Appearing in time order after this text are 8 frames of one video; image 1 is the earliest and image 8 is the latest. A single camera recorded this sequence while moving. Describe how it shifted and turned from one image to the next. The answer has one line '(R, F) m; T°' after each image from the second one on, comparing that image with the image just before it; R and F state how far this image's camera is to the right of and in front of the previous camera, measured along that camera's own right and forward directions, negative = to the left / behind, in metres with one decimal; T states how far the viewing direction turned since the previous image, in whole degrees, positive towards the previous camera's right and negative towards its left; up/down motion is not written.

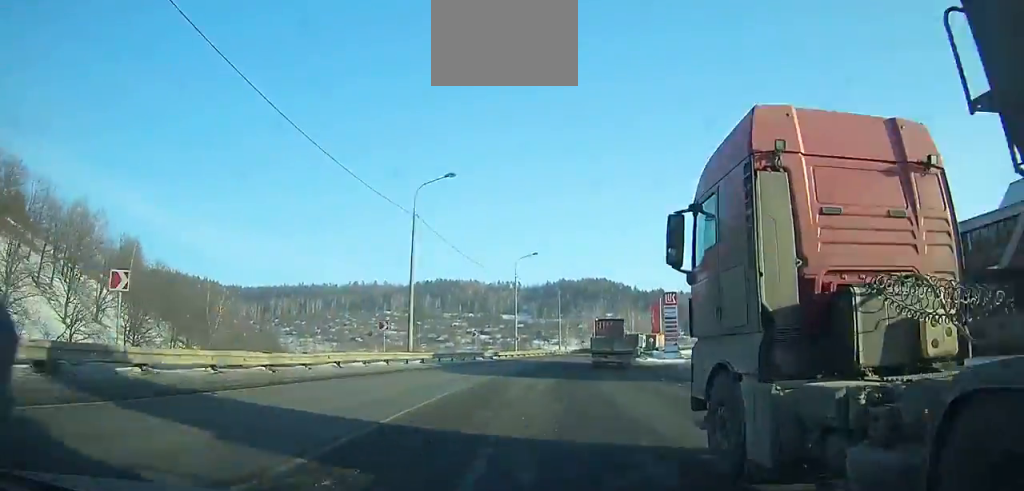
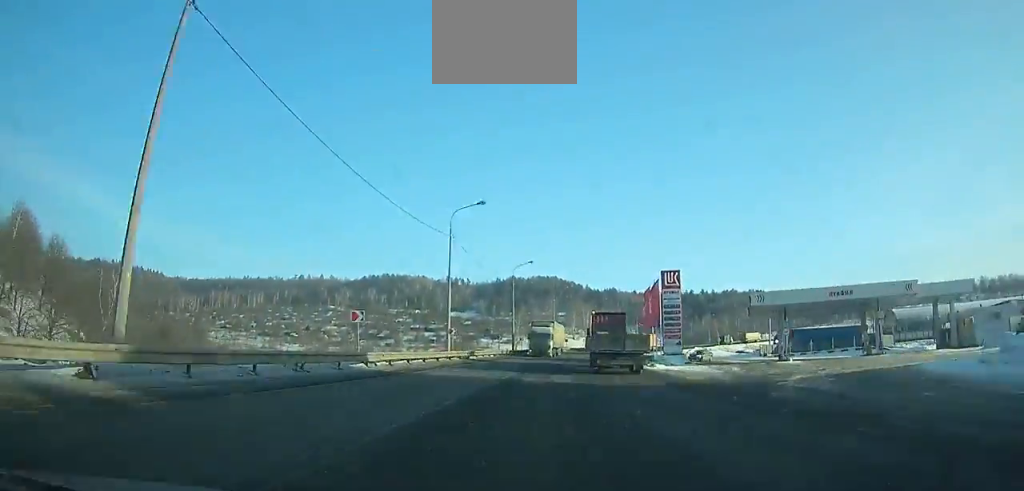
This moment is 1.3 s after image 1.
(+1.8, +24.8) m; +3°
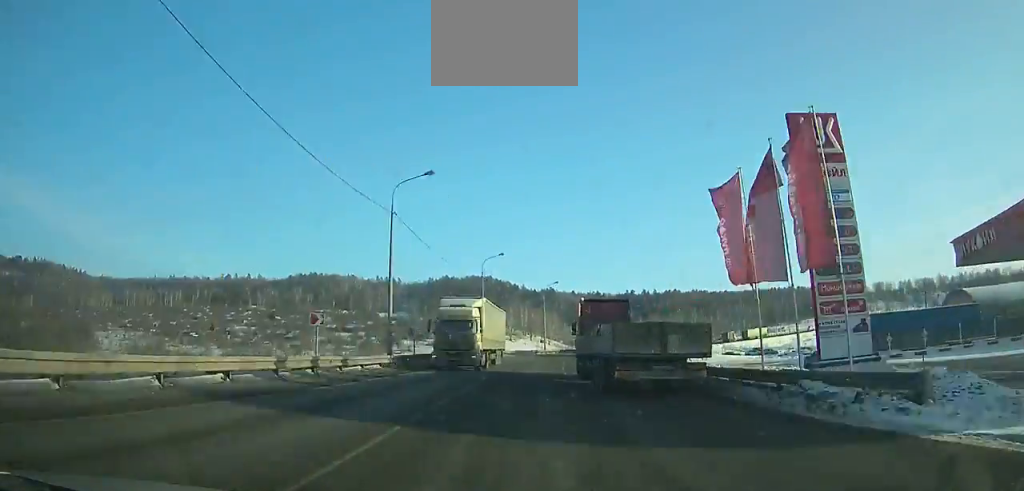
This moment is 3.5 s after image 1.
(+2.1, +41.5) m; +6°
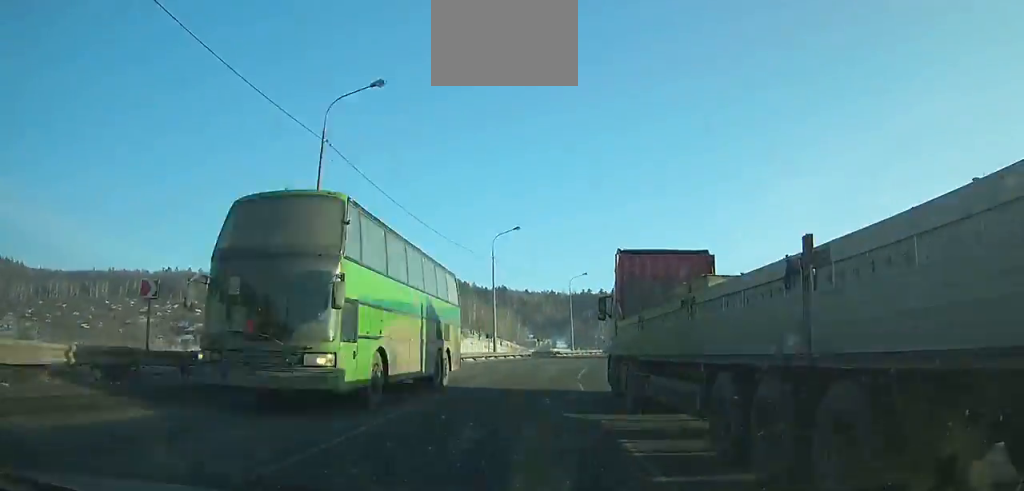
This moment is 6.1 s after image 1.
(+2.1, +48.2) m; +8°
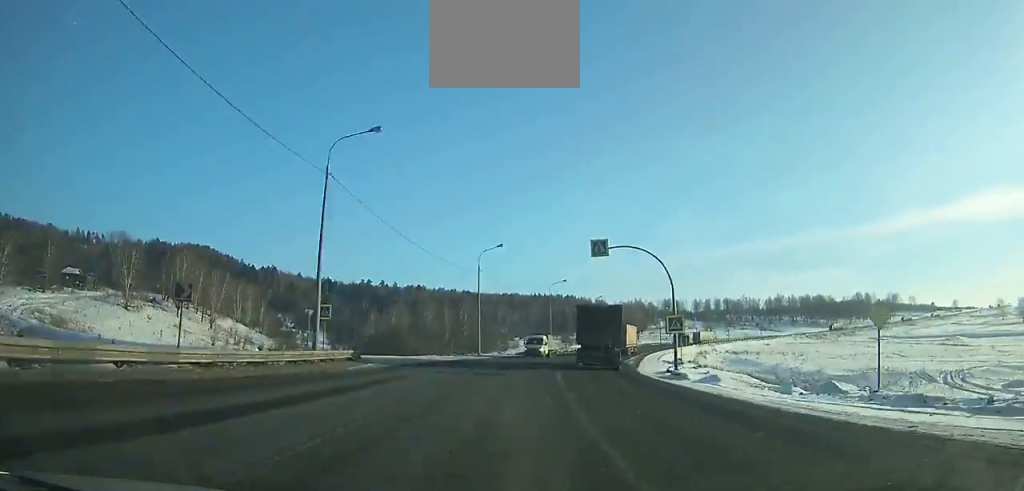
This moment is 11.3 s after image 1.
(+16.7, +96.2) m; +19°
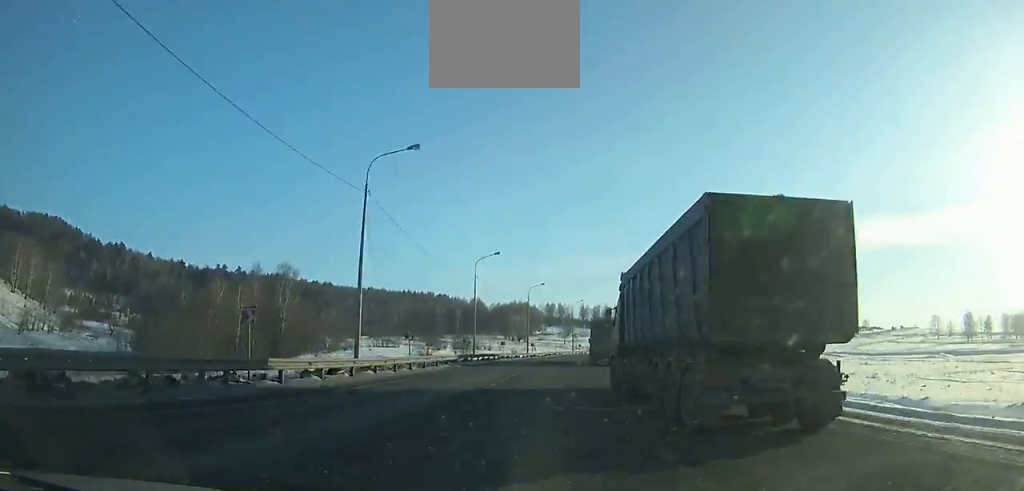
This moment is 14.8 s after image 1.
(+7.3, +69.2) m; +11°
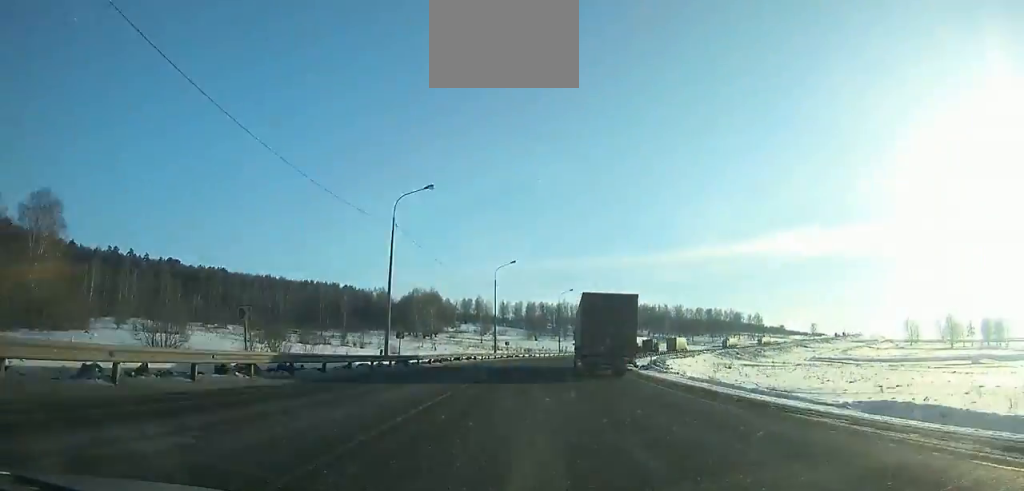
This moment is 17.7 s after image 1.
(+4.0, +59.9) m; +9°
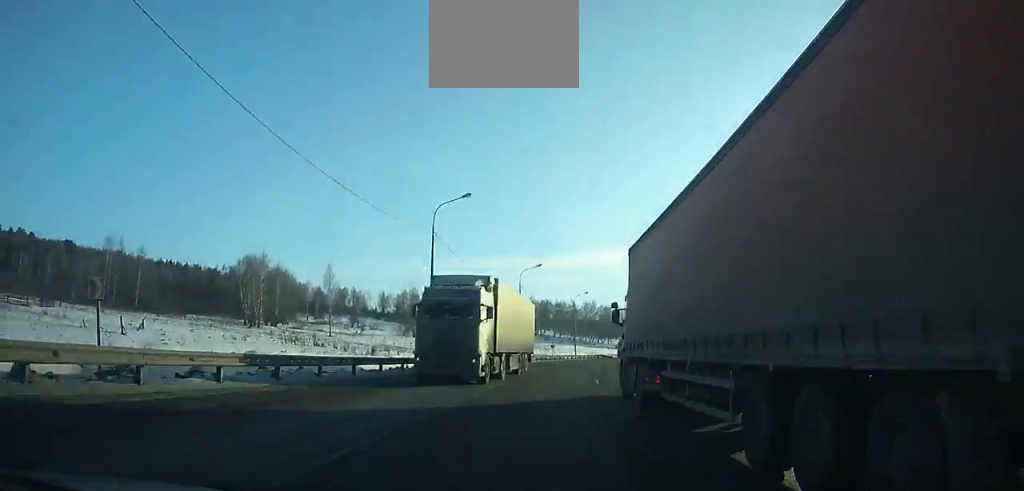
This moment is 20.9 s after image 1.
(+7.0, +67.6) m; +12°
